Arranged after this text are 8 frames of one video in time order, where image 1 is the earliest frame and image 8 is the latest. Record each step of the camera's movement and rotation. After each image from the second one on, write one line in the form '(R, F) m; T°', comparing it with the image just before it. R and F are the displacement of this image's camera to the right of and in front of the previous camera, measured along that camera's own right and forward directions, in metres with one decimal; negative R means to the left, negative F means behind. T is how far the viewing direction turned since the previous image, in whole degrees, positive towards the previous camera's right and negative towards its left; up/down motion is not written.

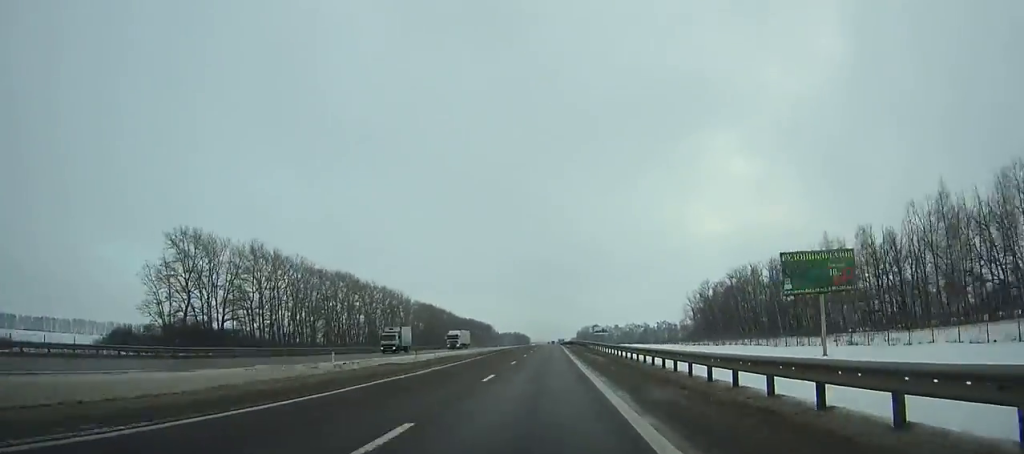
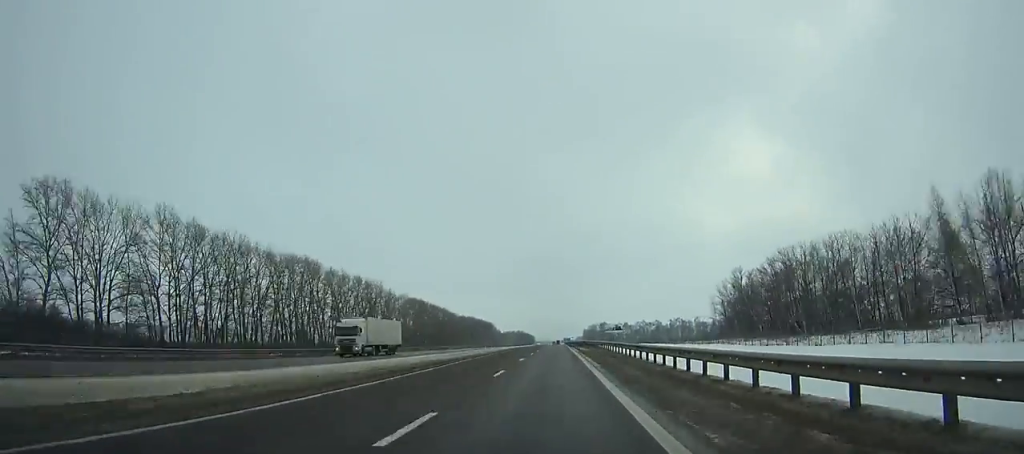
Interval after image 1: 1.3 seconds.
(-0.1, +34.6) m; 0°
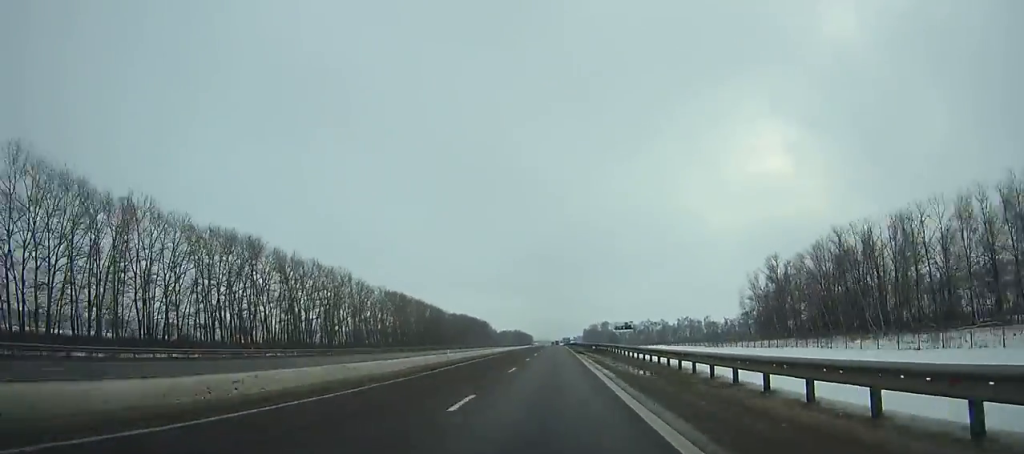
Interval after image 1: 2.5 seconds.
(+0.1, +32.1) m; 0°
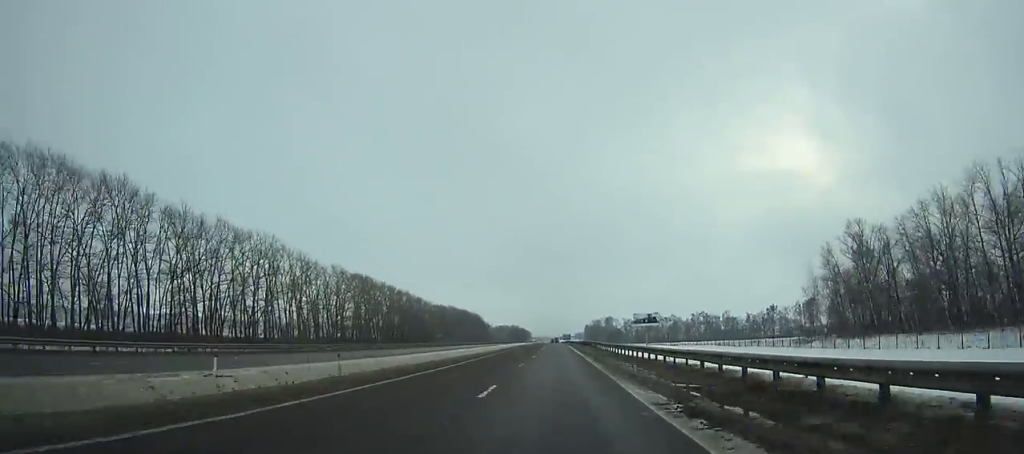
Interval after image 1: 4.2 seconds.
(+0.1, +45.5) m; 0°
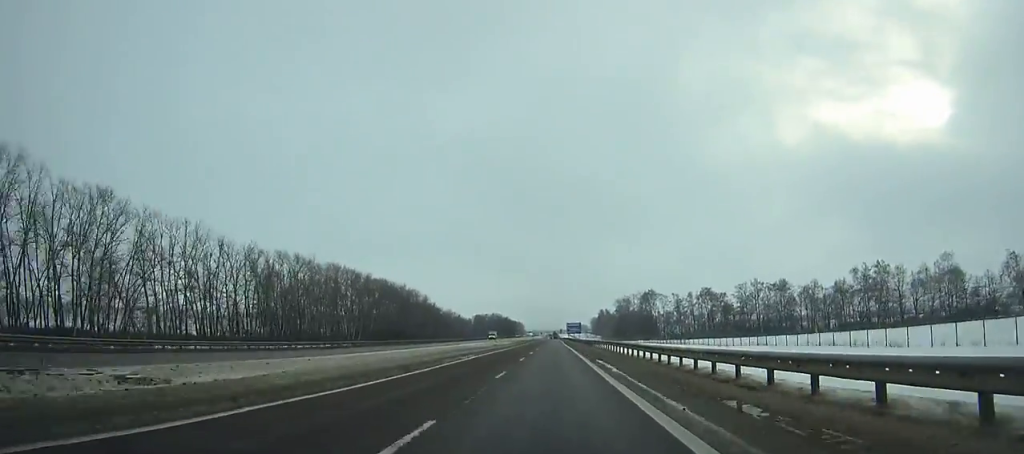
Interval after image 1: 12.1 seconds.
(+0.1, +208.6) m; 0°
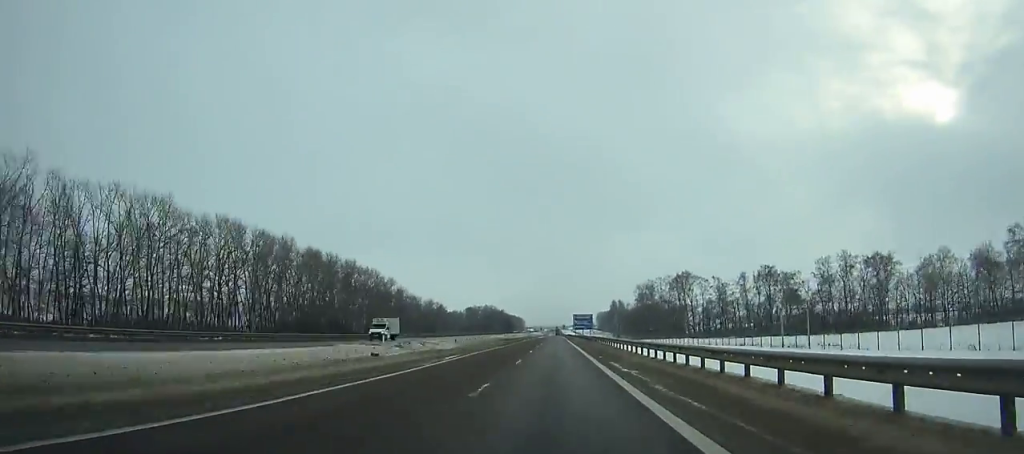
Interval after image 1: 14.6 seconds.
(0.0, +64.6) m; 0°
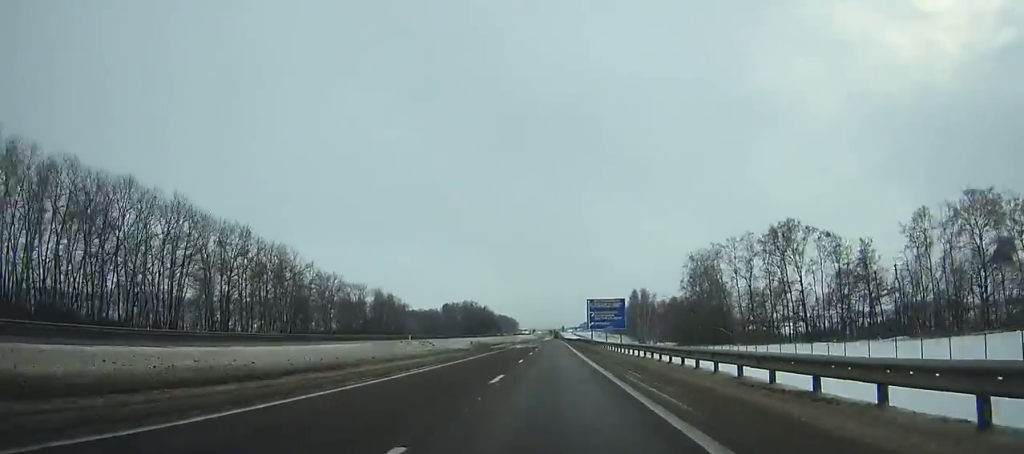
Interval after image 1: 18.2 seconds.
(0.0, +91.5) m; 0°
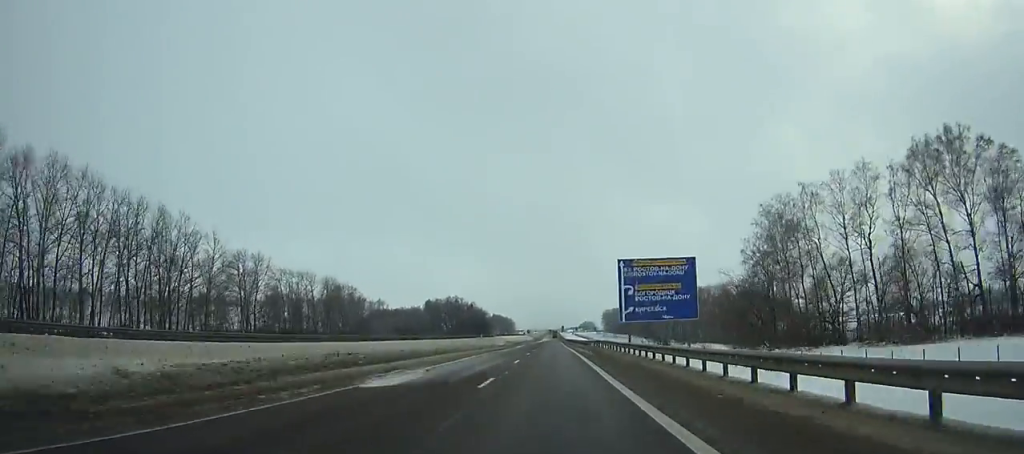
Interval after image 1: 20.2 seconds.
(-0.1, +50.2) m; 0°
